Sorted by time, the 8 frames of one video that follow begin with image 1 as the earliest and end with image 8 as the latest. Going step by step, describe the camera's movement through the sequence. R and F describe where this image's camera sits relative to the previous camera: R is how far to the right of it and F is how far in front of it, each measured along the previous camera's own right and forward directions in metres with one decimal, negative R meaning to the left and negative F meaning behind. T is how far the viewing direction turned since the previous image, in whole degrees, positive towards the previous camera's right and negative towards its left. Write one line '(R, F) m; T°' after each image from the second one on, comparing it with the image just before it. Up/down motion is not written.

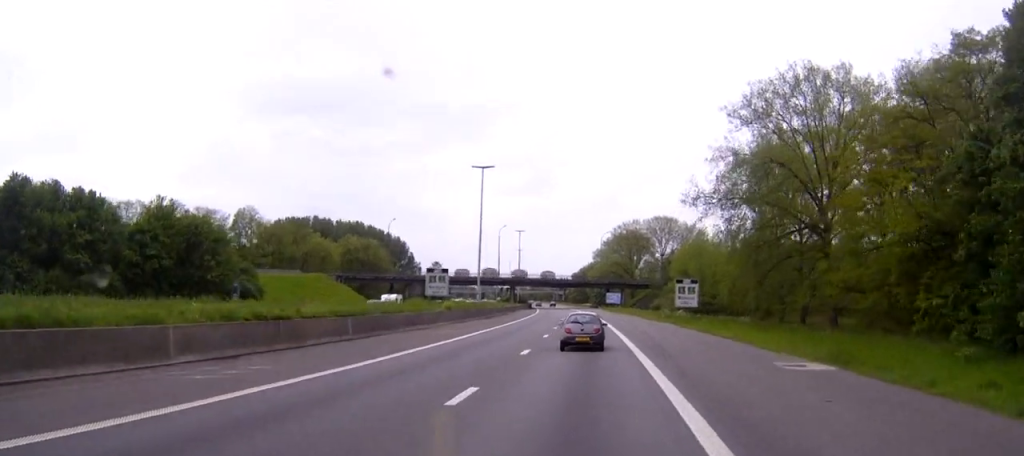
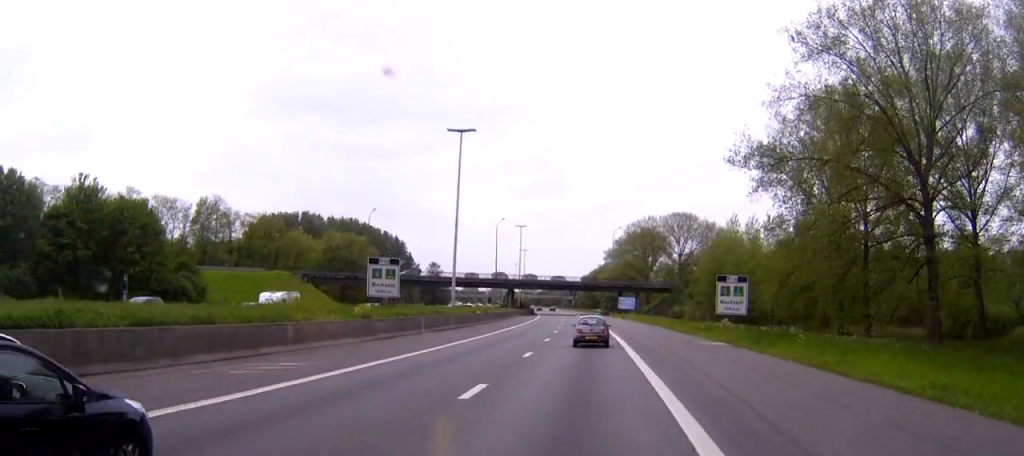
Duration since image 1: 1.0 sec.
(-0.2, +23.1) m; -1°
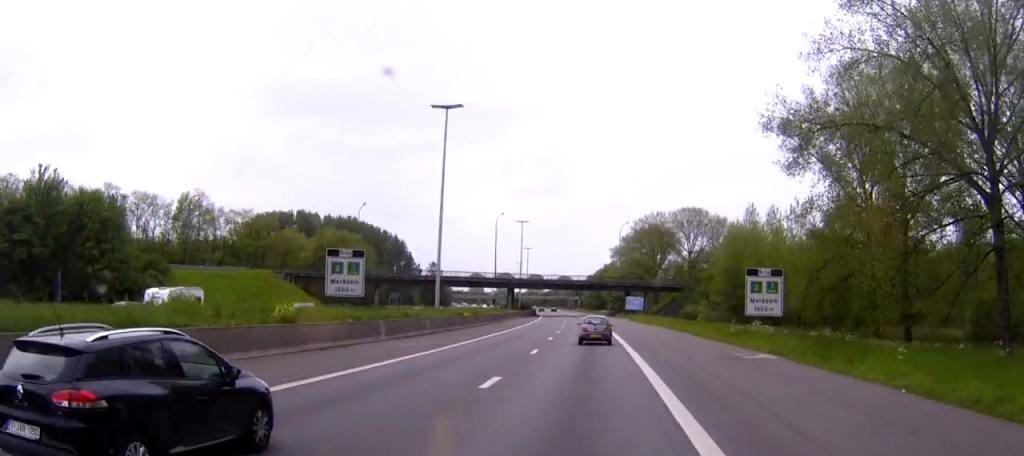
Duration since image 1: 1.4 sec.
(0.0, +10.0) m; 0°
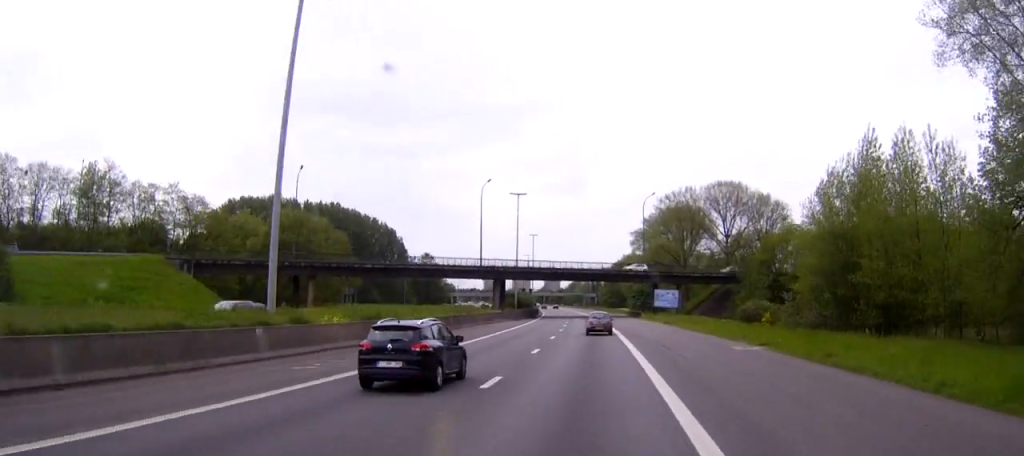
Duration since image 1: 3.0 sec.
(-0.6, +36.7) m; -2°
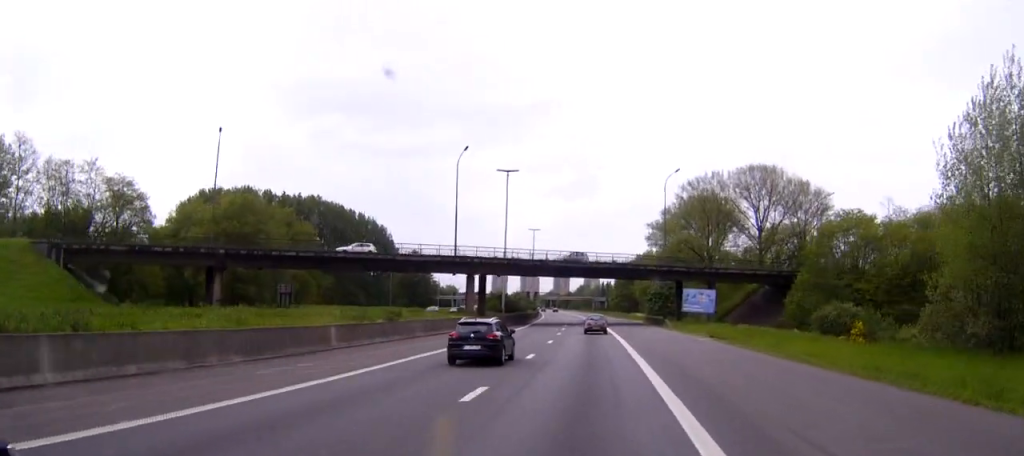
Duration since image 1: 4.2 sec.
(-0.1, +26.6) m; -1°
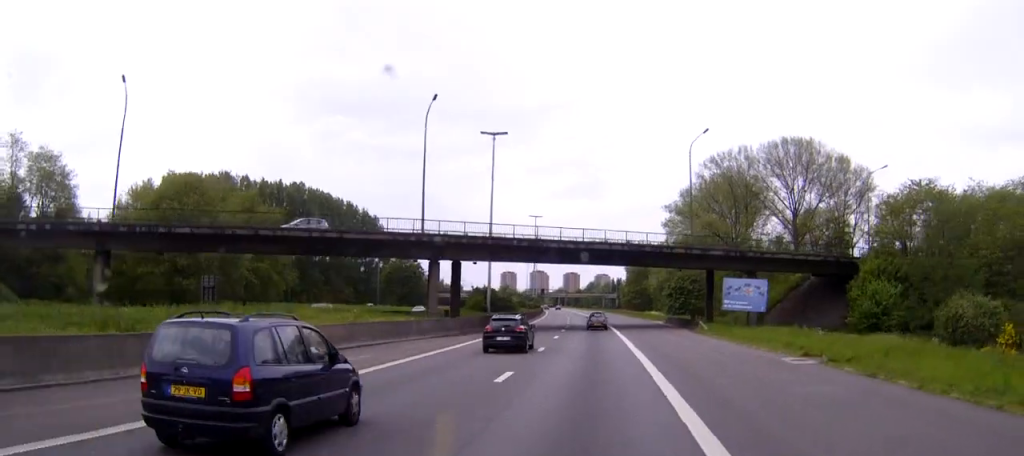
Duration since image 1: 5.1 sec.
(-0.2, +20.3) m; -1°
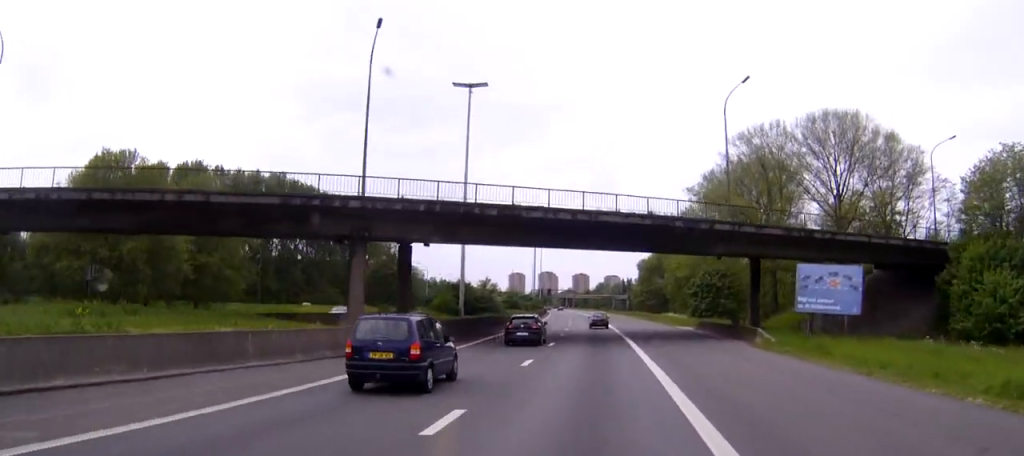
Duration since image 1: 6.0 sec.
(-0.1, +19.4) m; 0°
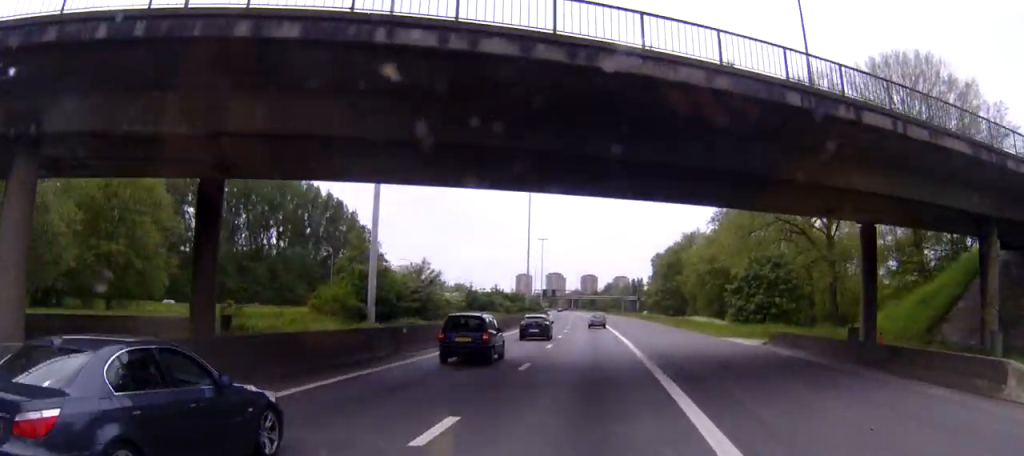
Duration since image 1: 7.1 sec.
(+0.1, +24.1) m; 0°
